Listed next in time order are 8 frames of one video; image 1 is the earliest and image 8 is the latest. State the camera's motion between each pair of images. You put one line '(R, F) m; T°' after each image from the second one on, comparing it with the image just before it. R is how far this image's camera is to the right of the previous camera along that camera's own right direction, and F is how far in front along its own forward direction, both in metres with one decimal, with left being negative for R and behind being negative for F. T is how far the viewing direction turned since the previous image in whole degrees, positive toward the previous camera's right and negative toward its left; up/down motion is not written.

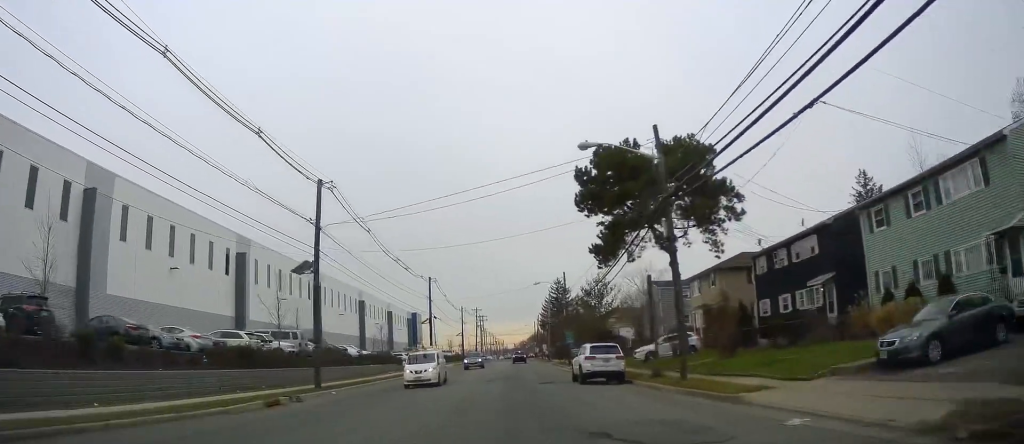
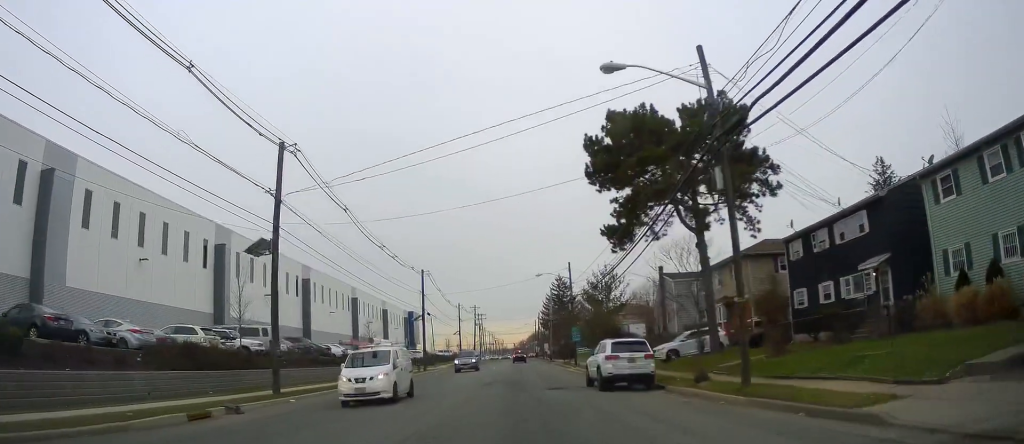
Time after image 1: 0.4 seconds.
(0.0, +5.1) m; 0°
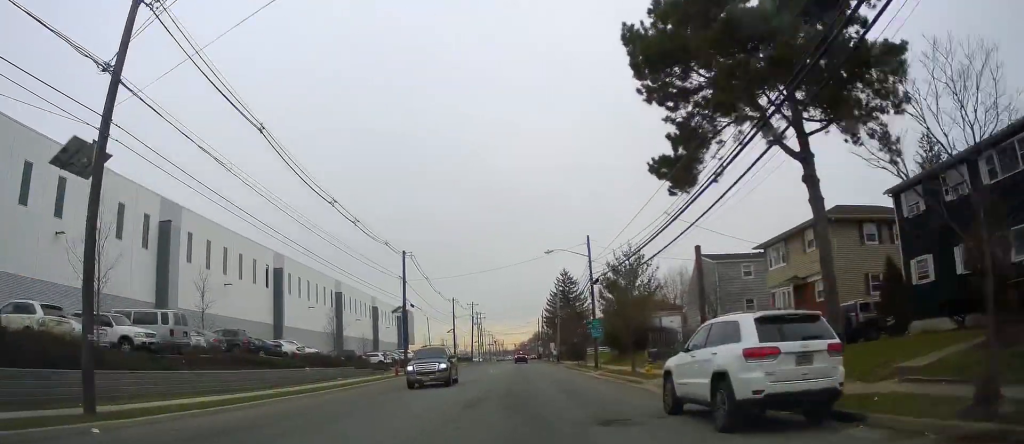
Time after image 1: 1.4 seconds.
(0.0, +11.4) m; -2°
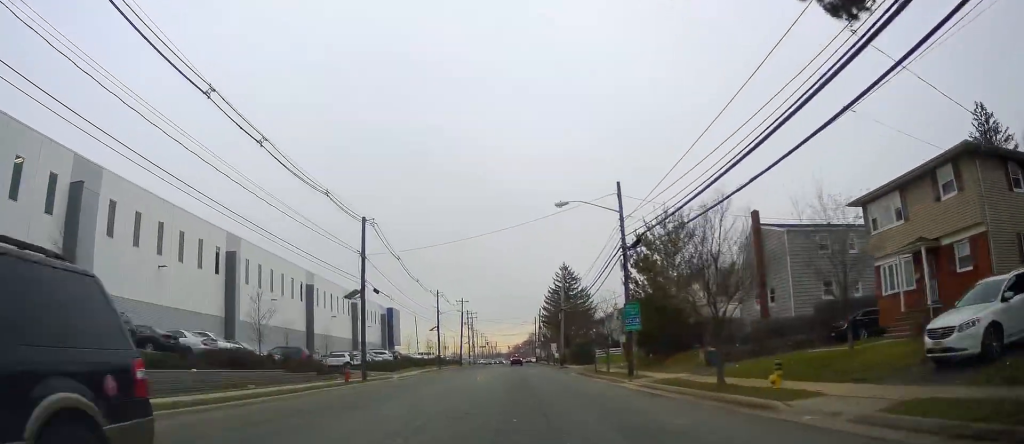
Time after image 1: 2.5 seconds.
(-0.3, +12.5) m; -1°
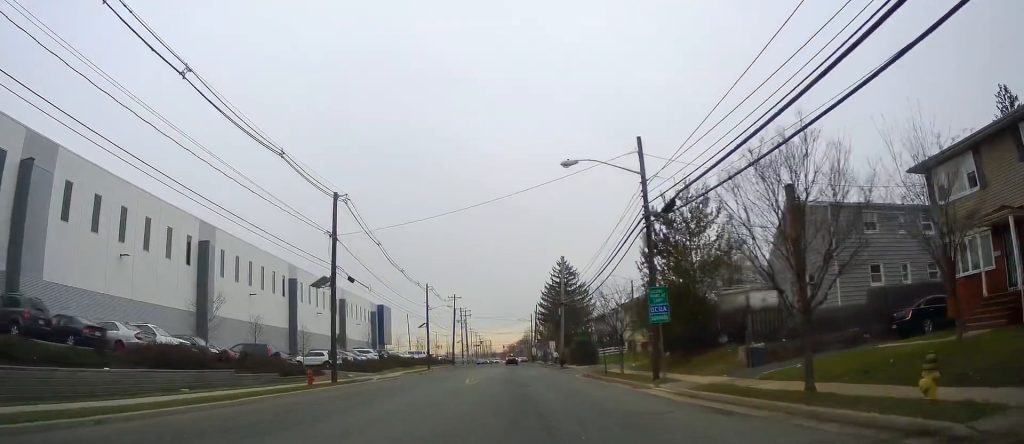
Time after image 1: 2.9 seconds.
(-0.1, +5.5) m; 0°
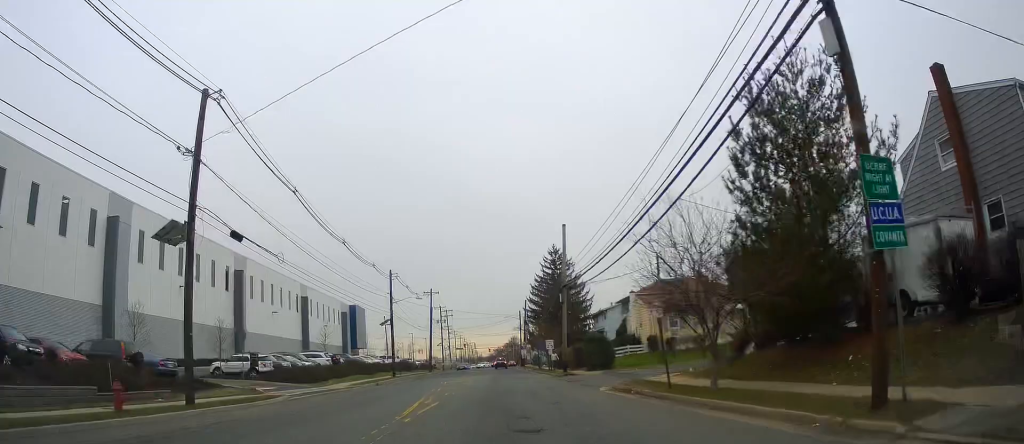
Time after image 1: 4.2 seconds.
(+0.5, +14.1) m; +2°
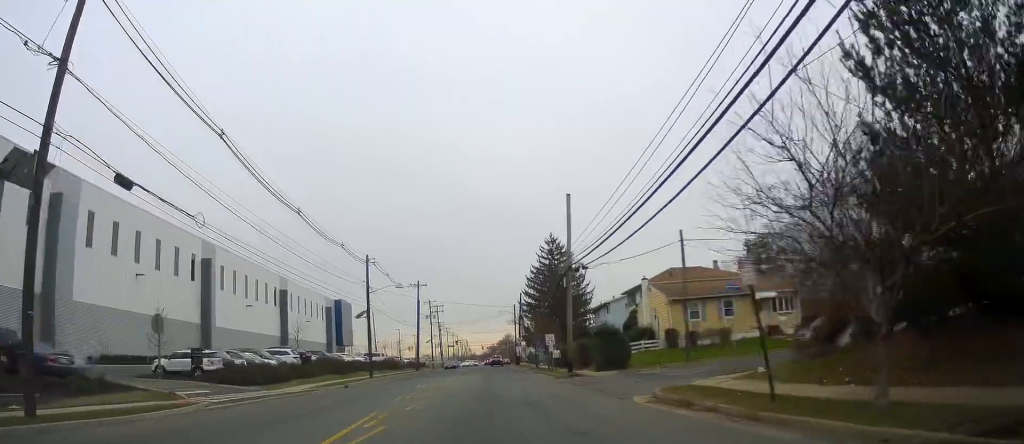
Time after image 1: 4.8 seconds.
(0.0, +7.5) m; 0°
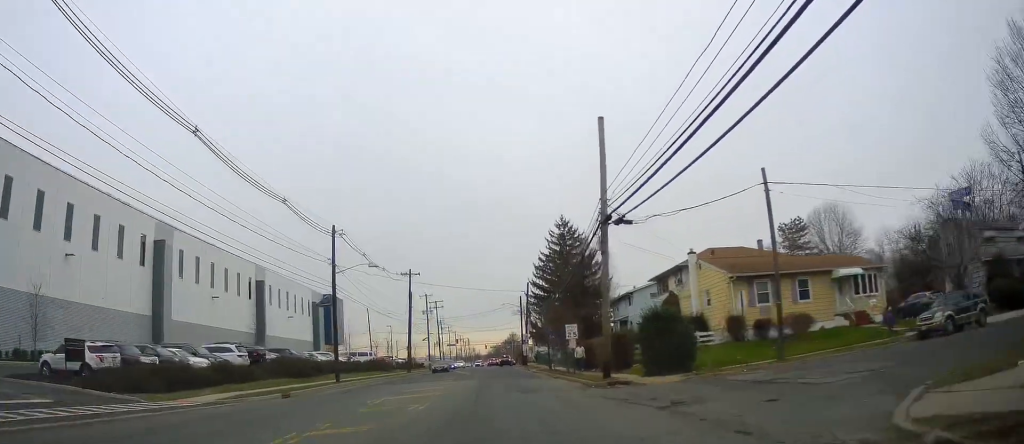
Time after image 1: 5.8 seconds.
(0.0, +11.0) m; 0°
